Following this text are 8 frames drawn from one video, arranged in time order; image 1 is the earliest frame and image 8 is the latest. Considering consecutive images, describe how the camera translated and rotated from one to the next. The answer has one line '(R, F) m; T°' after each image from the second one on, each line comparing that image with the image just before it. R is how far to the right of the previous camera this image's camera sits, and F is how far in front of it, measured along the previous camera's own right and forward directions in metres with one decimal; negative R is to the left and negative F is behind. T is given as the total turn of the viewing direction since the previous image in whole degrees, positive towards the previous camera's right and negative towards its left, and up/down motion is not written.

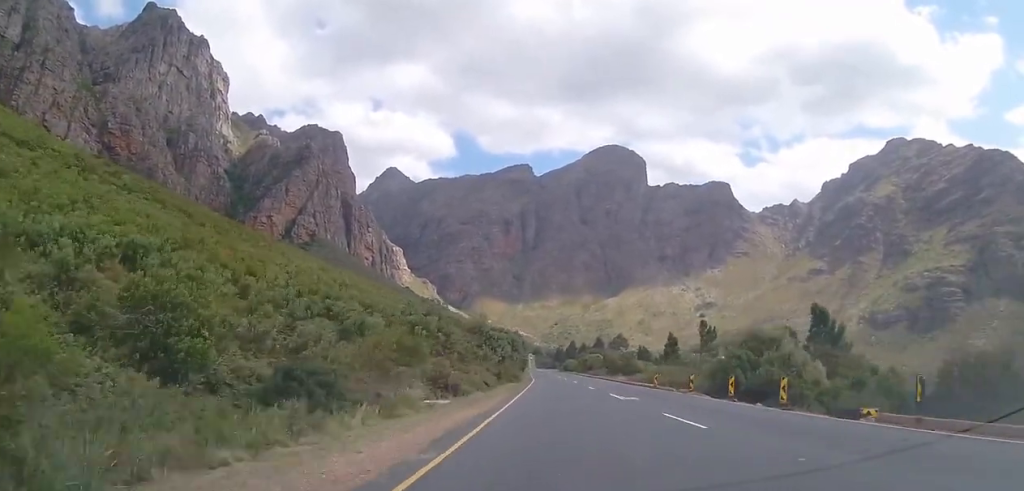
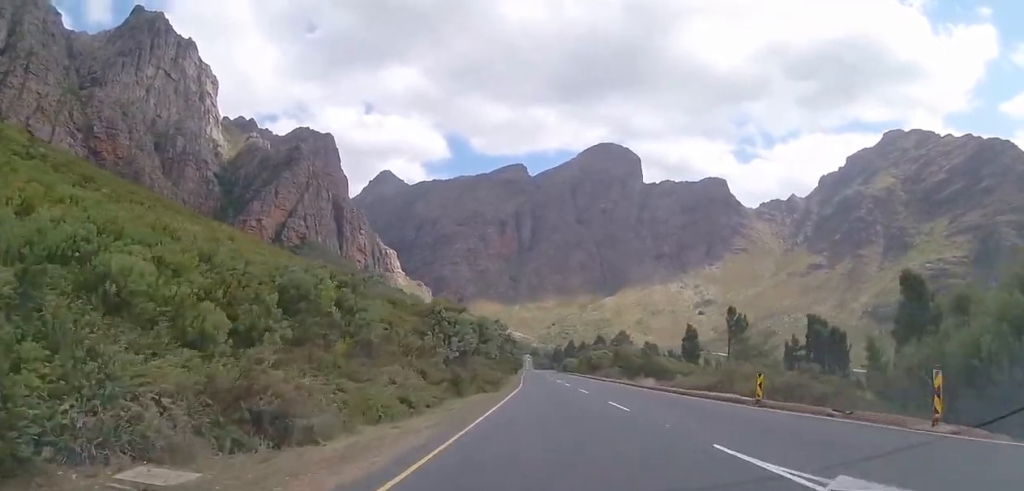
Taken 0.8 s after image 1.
(0.0, +19.9) m; -1°
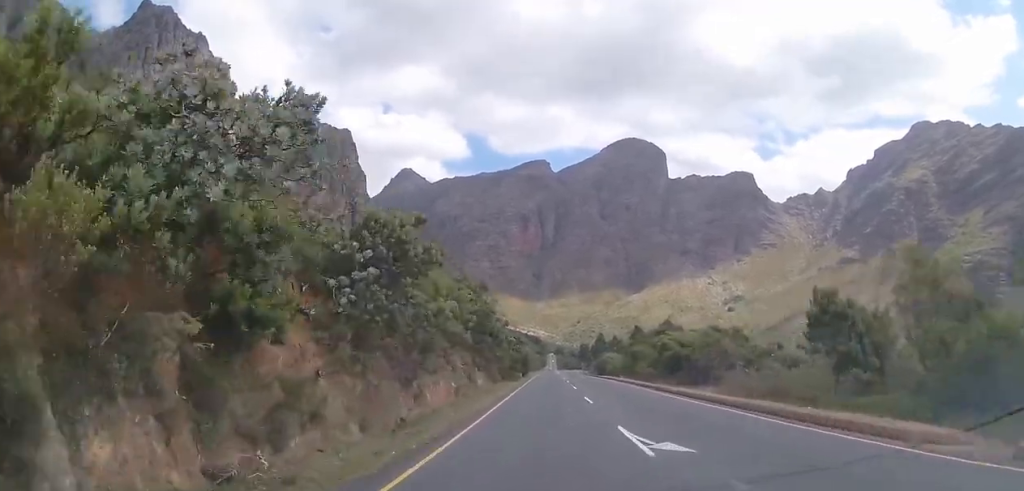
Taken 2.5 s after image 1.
(-0.8, +45.3) m; -2°
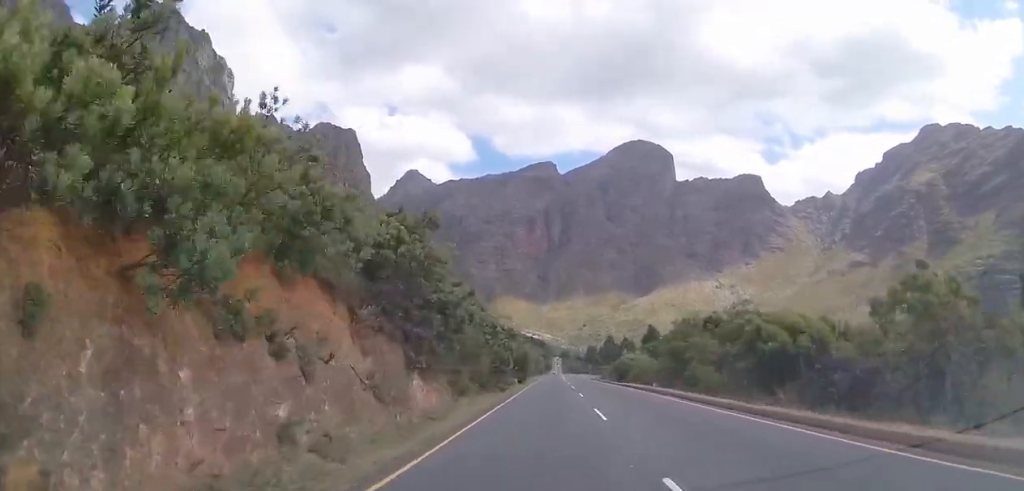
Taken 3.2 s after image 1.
(0.0, +18.3) m; 0°
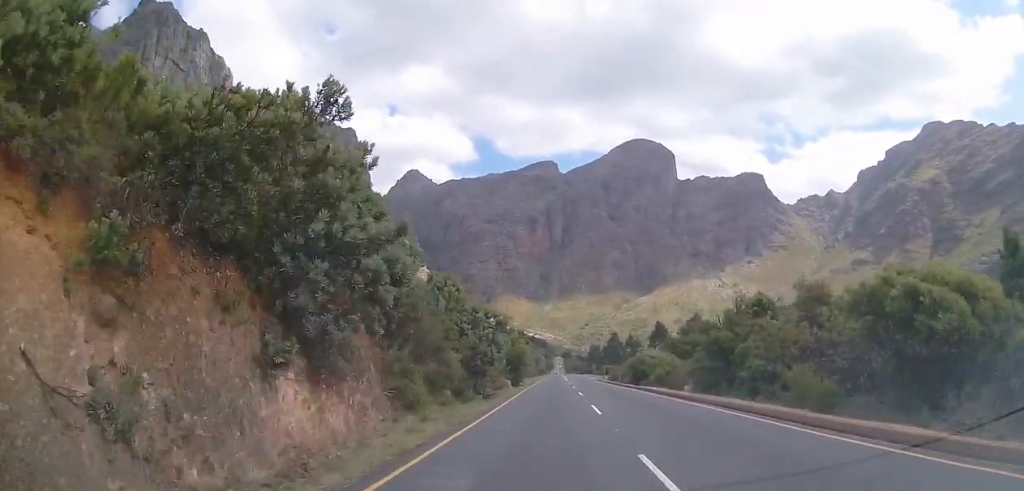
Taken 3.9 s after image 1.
(0.0, +18.4) m; -1°
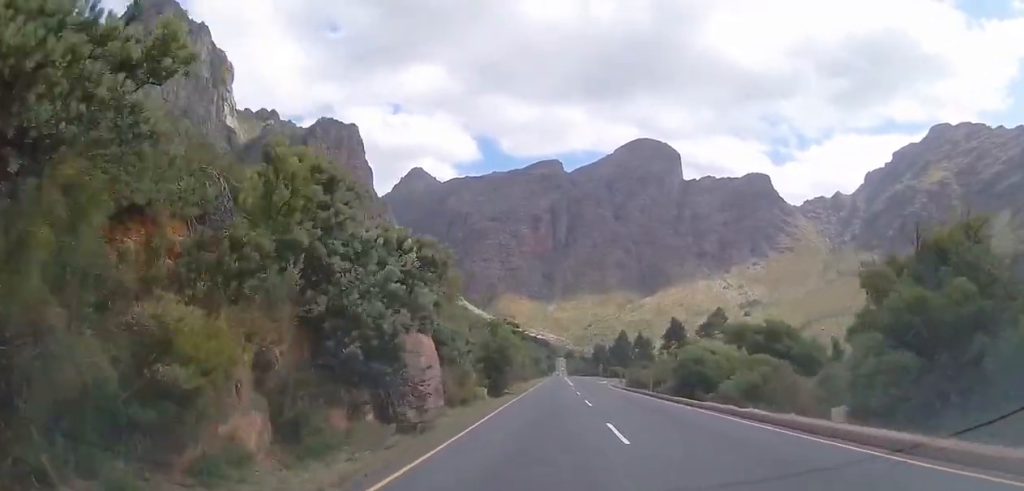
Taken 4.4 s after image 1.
(0.0, +12.3) m; 0°
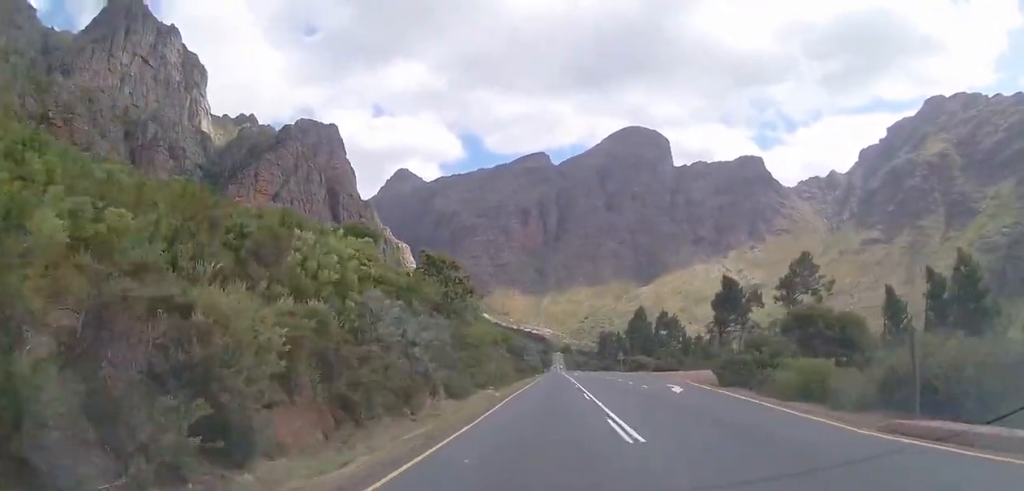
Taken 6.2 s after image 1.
(+0.1, +48.9) m; 0°
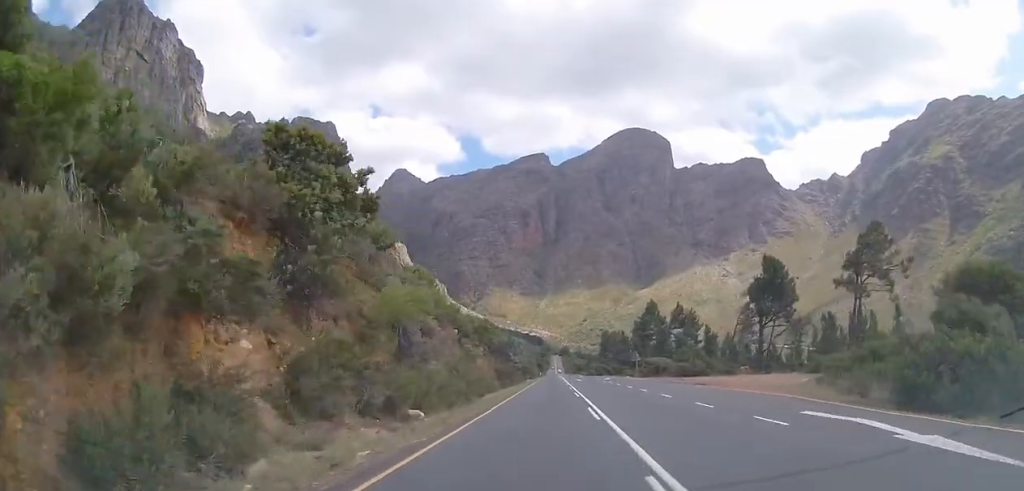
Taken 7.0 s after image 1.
(-0.3, +19.9) m; 0°
